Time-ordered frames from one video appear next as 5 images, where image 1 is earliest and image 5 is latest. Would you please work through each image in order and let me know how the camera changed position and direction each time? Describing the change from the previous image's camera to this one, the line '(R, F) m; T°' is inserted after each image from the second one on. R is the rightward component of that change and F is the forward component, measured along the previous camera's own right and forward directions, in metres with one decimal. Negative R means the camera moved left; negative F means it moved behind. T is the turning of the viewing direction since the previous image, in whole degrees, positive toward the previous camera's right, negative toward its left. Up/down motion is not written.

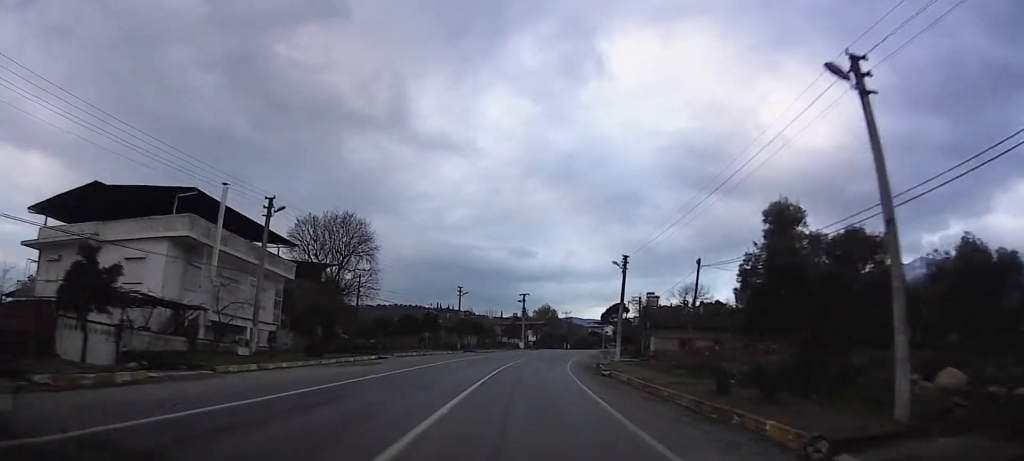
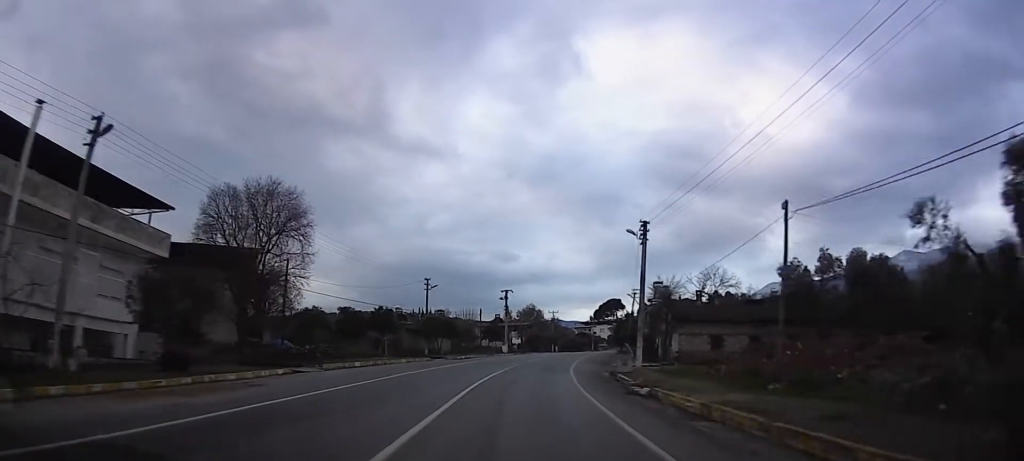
(+0.7, +12.2) m; +4°
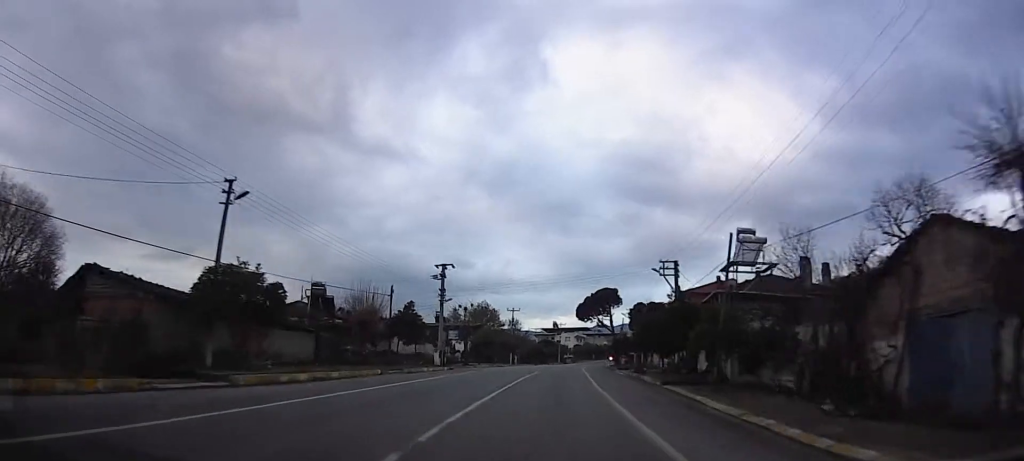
(+1.6, +32.8) m; +3°
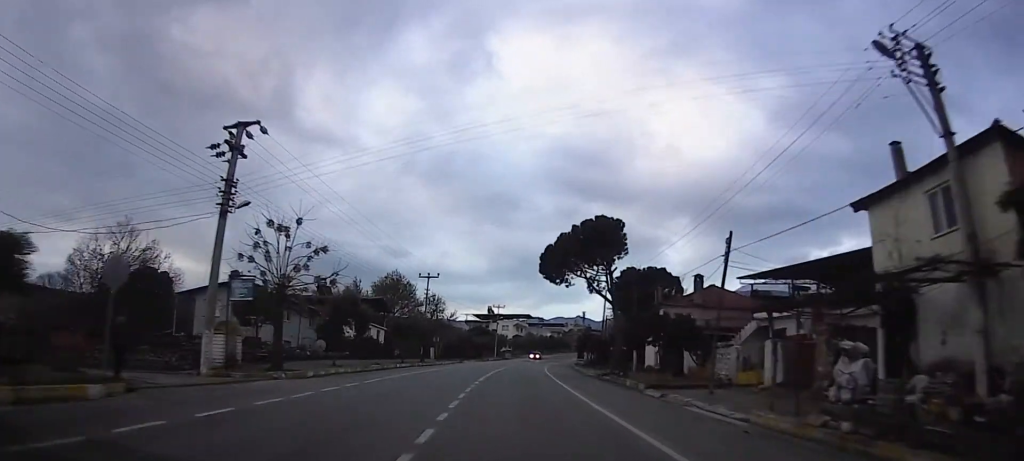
(0.0, +33.4) m; 0°
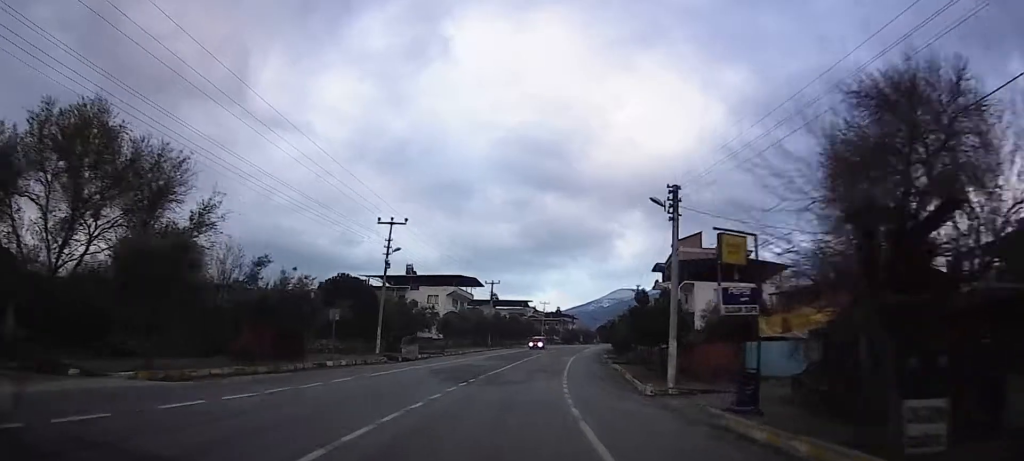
(+1.3, +63.7) m; +7°
